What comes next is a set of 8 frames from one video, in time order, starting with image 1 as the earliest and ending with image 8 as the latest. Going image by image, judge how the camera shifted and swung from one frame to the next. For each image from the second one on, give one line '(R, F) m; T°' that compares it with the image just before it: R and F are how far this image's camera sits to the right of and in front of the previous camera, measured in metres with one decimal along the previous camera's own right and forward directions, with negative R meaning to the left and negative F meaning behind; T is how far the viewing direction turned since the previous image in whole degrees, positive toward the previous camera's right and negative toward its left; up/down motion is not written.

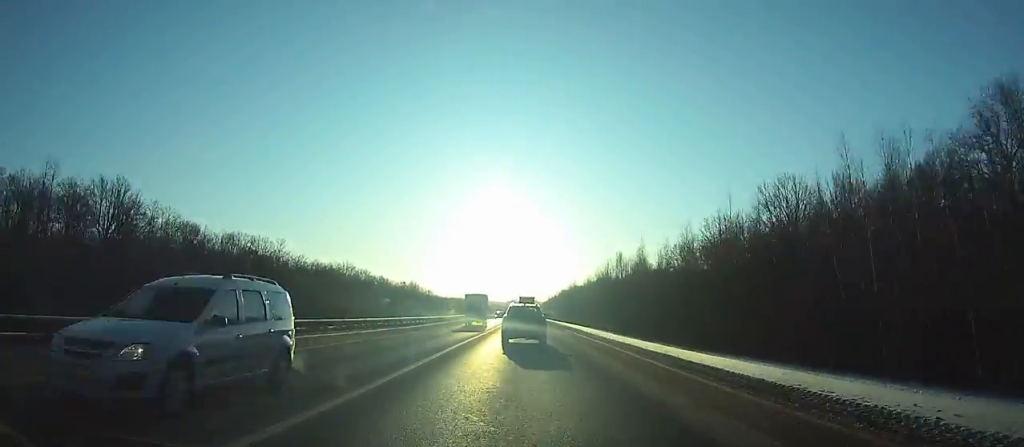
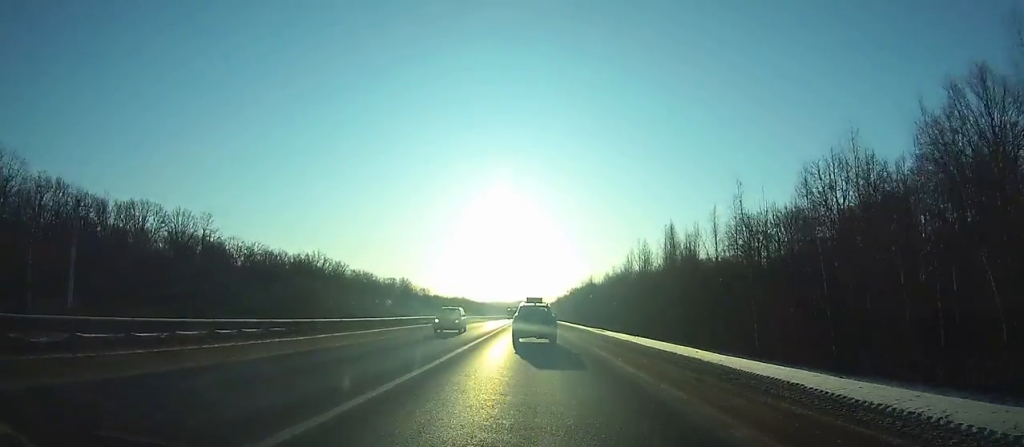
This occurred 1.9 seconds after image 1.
(0.0, +37.6) m; 0°
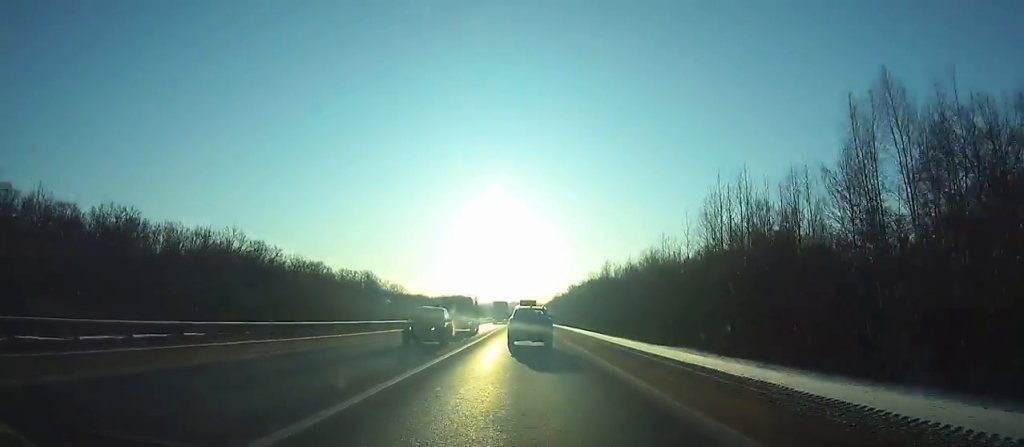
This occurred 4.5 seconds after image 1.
(+0.2, +51.3) m; 0°
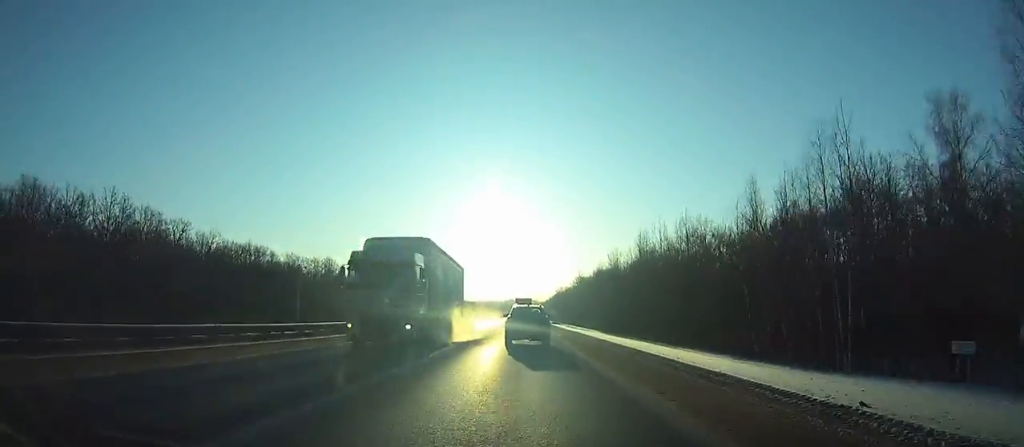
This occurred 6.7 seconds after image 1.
(+0.2, +43.3) m; 0°
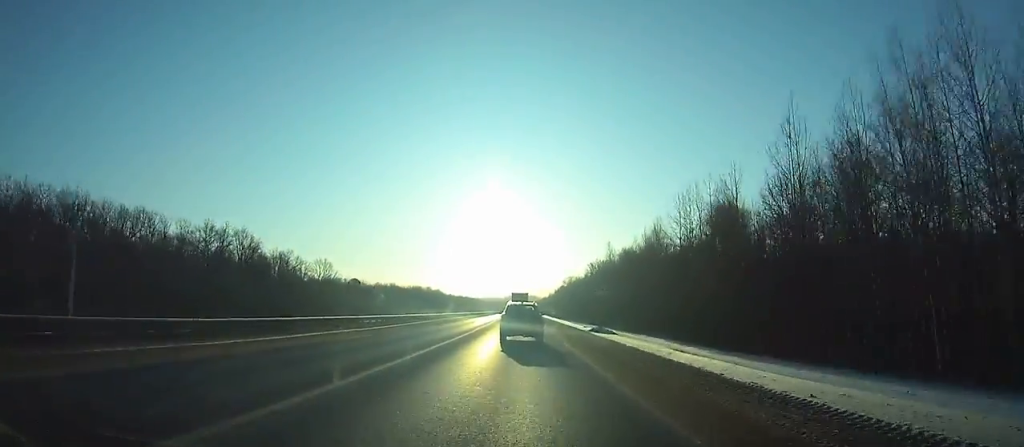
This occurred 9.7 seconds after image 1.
(+0.2, +59.0) m; 0°
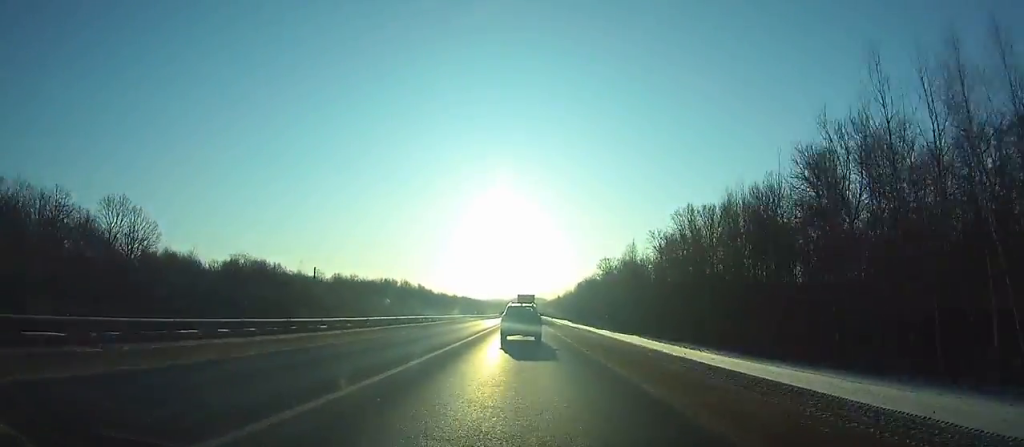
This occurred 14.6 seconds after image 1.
(-1.0, +96.0) m; -1°
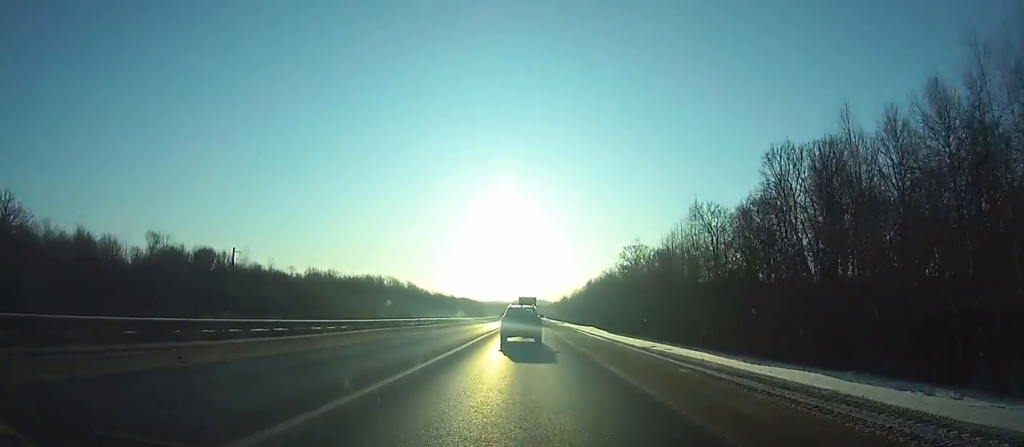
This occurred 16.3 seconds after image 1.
(0.0, +33.1) m; 0°
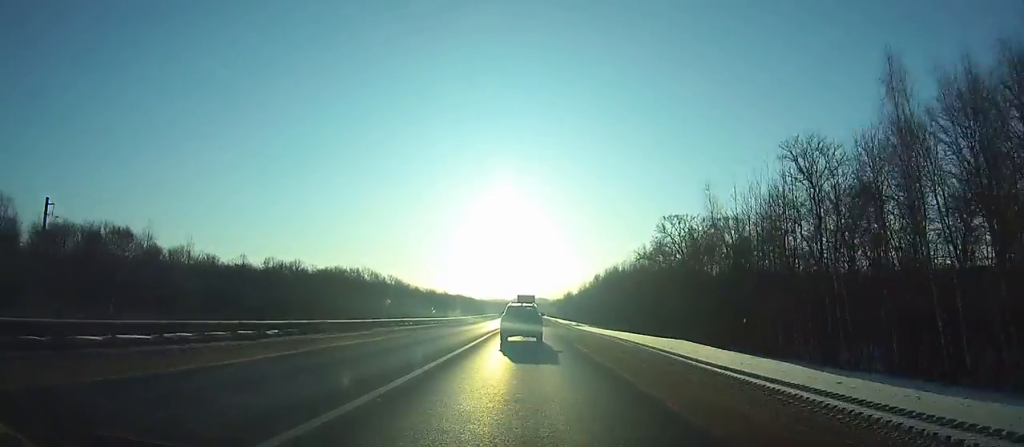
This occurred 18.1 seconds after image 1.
(0.0, +34.7) m; 0°
